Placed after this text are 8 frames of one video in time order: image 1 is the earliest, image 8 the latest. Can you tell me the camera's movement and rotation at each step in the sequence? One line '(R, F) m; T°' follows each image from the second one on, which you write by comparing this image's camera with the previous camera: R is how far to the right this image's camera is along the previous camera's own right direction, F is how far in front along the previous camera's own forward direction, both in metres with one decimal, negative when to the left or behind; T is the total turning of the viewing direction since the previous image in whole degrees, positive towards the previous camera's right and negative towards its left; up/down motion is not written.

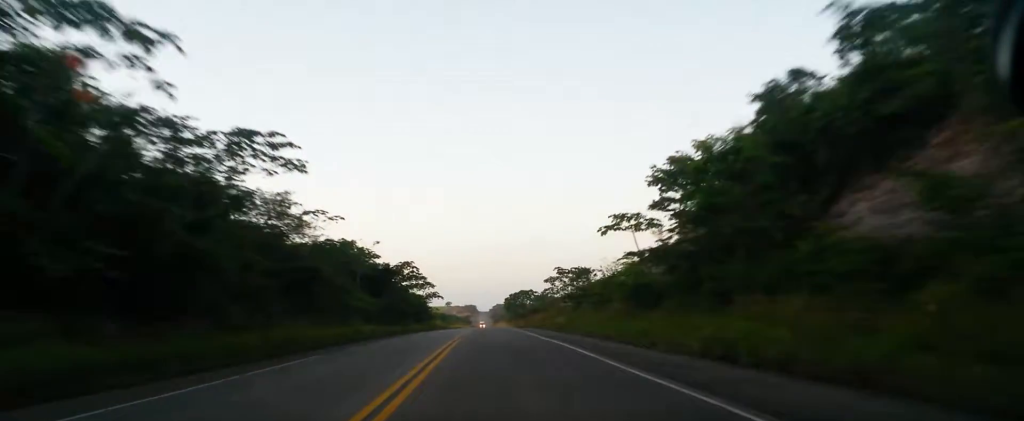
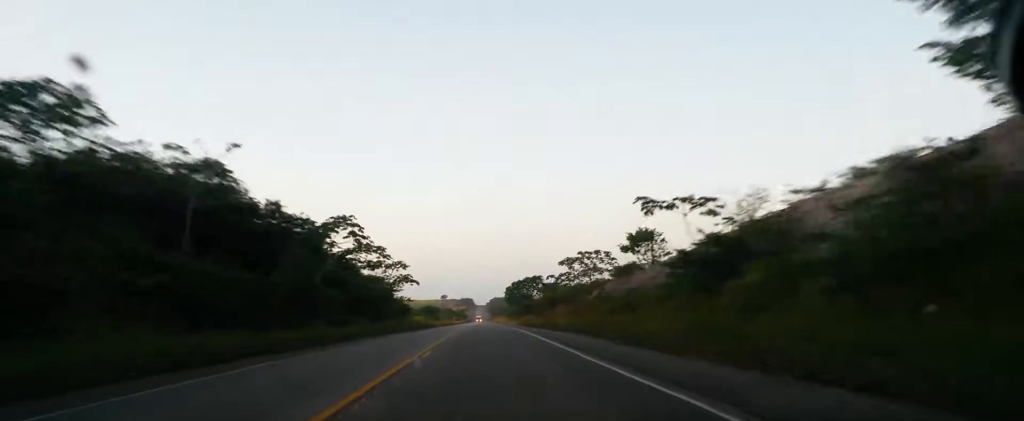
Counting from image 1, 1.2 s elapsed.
(+1.4, +34.2) m; +4°
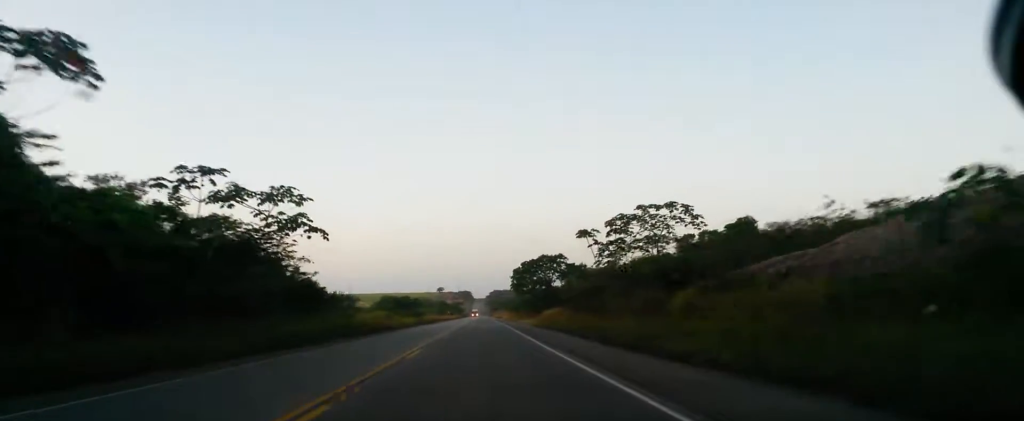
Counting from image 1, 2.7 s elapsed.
(+2.8, +43.1) m; +8°
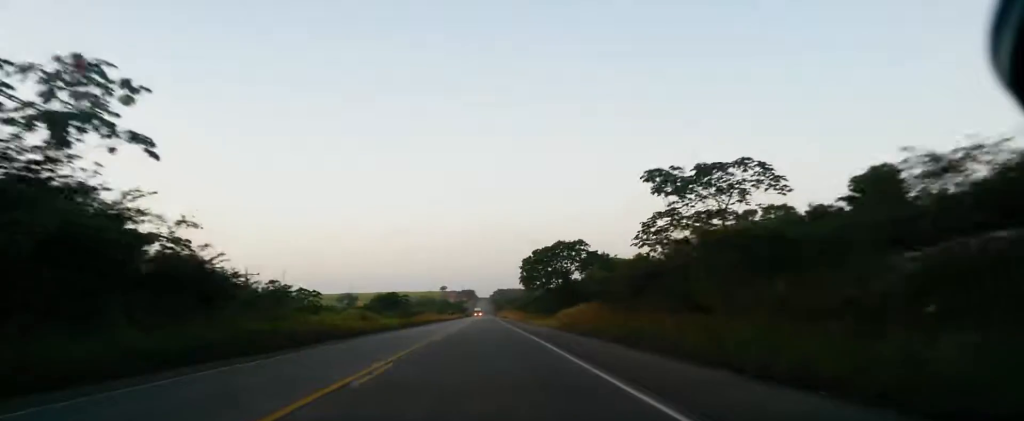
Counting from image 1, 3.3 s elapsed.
(+0.3, +17.6) m; -2°
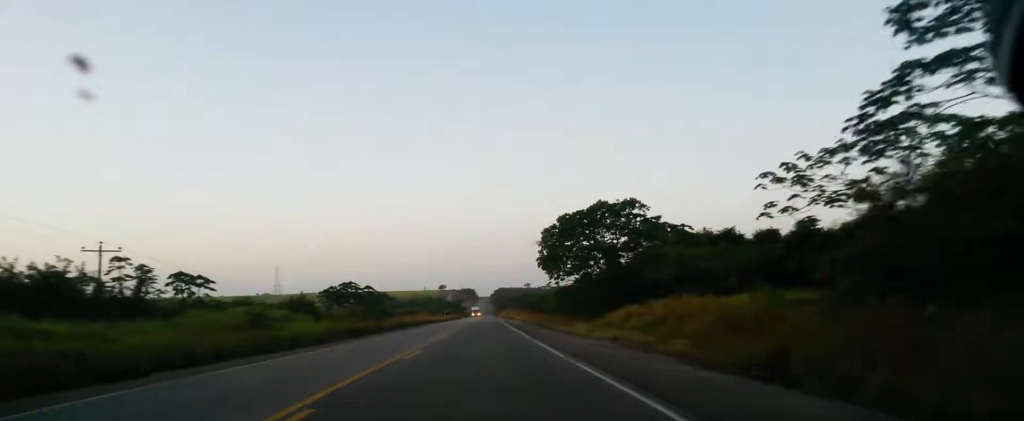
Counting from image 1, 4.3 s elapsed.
(-1.5, +29.0) m; -4°
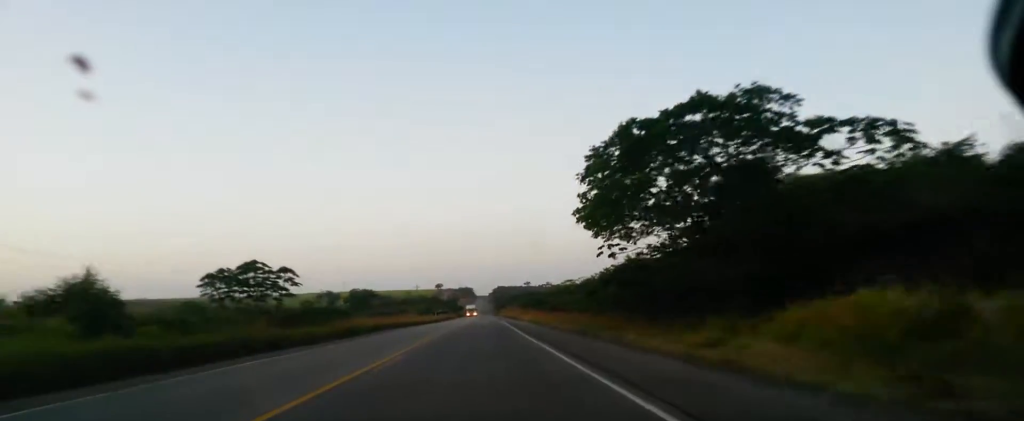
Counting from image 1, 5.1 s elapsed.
(-1.1, +26.7) m; +1°
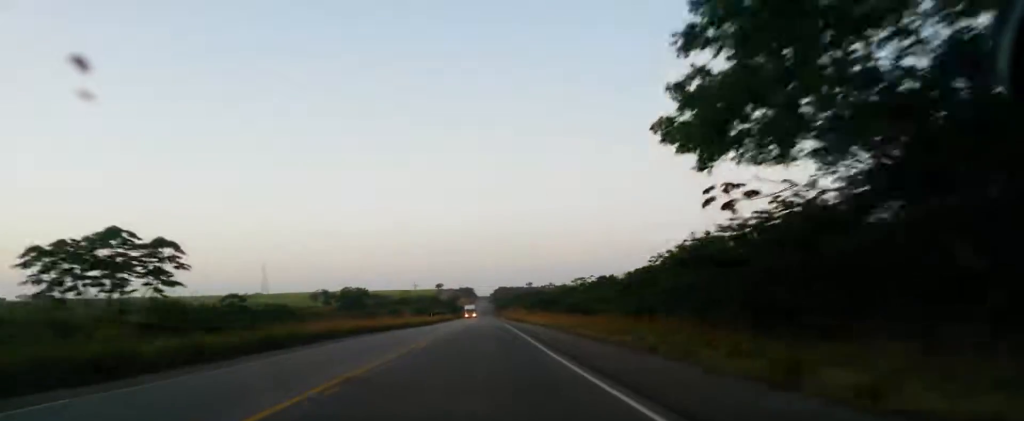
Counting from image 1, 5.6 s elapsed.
(+1.0, +15.7) m; +2°
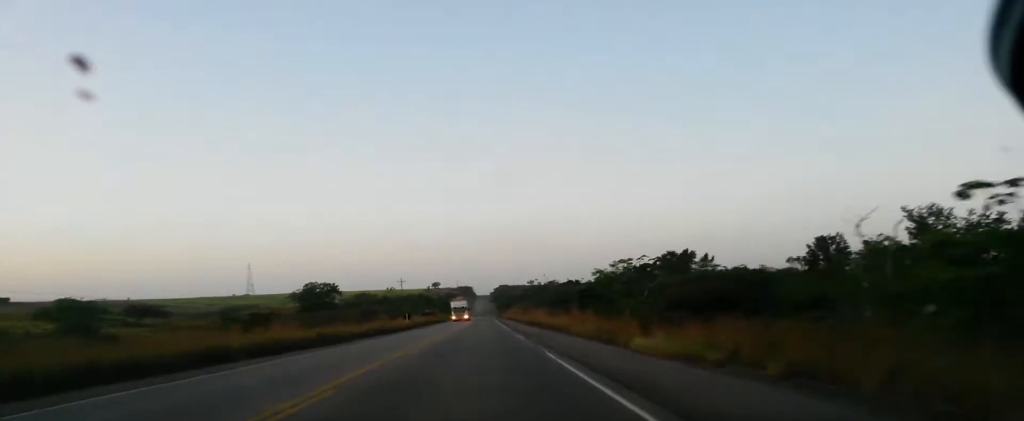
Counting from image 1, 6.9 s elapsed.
(+0.8, +45.0) m; -3°
